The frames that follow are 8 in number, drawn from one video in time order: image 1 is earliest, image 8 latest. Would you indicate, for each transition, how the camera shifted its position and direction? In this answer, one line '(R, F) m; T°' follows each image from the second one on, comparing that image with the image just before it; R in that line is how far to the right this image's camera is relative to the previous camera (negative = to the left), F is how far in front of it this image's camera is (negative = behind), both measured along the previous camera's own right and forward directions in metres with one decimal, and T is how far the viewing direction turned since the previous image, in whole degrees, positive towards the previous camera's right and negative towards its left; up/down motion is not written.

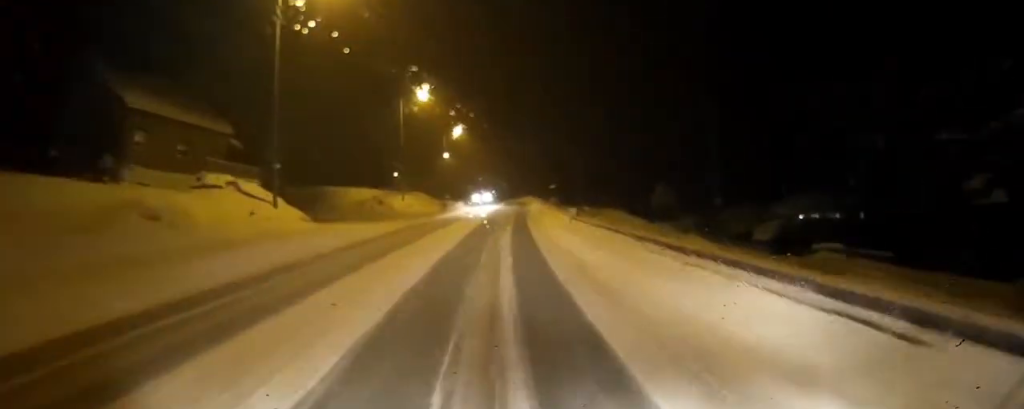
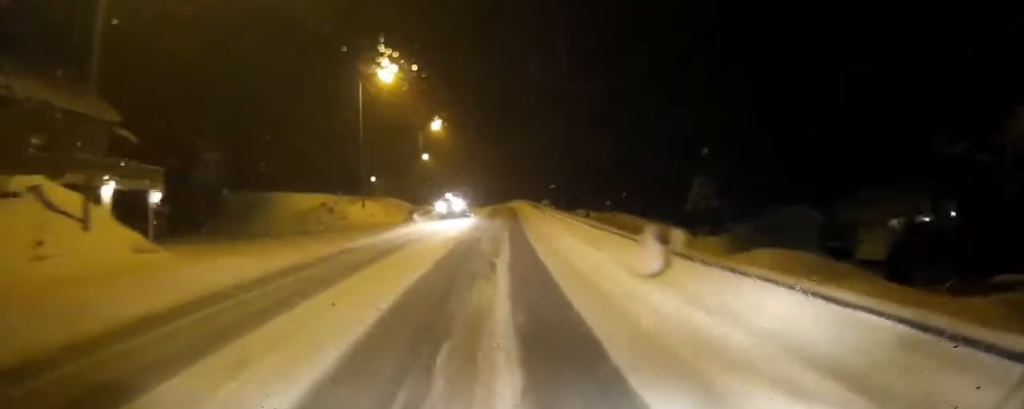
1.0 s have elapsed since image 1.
(+0.3, +13.3) m; +2°
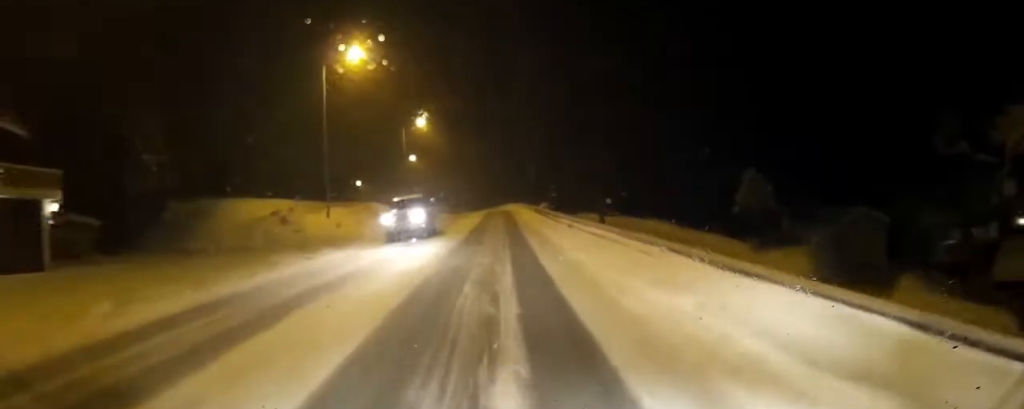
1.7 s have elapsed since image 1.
(+0.1, +9.3) m; +1°
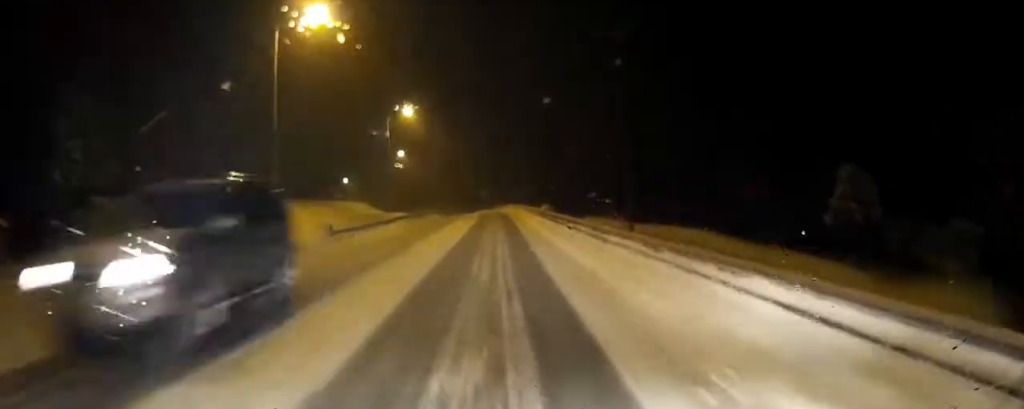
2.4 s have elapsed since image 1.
(+0.1, +9.7) m; +1°
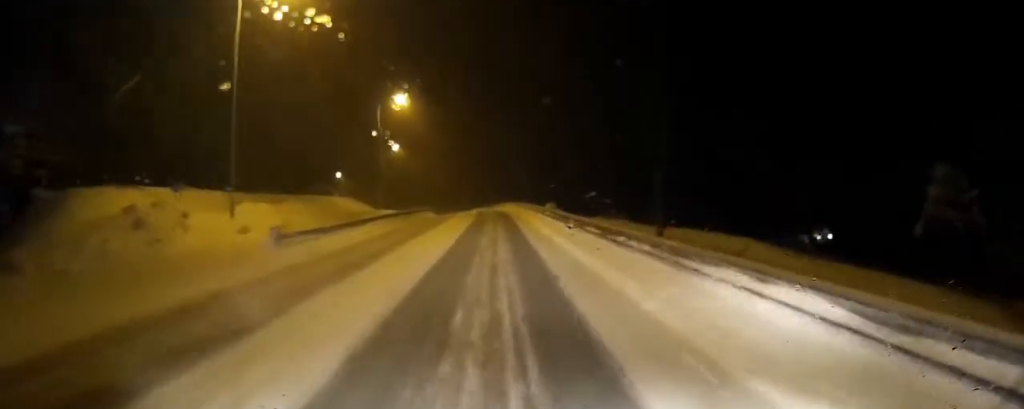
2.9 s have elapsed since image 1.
(+0.1, +5.8) m; 0°
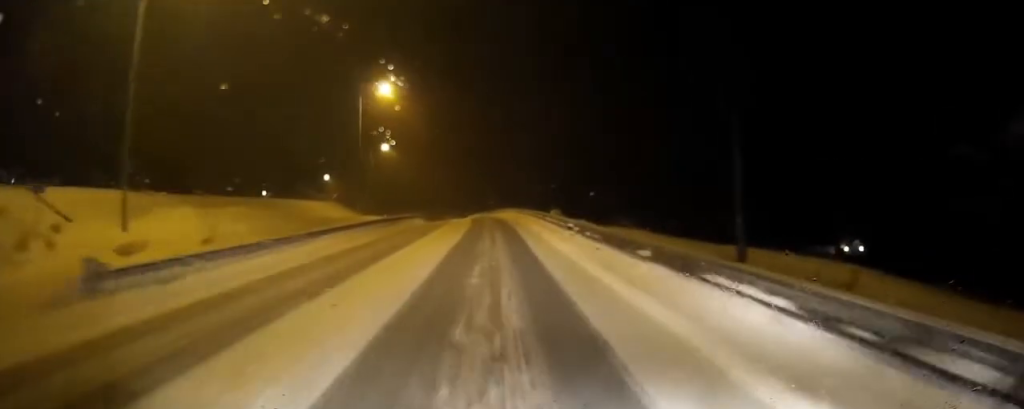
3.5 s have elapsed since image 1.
(0.0, +8.9) m; 0°
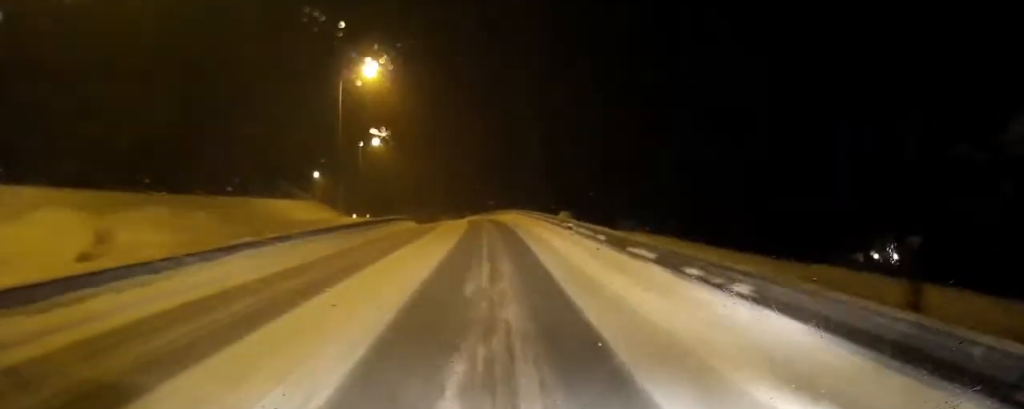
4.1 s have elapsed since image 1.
(0.0, +8.0) m; 0°
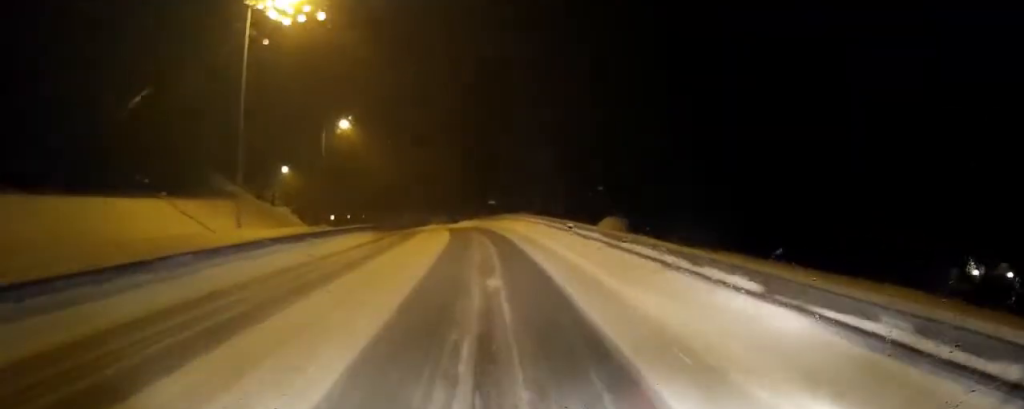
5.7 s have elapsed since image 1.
(-0.1, +20.2) m; 0°
